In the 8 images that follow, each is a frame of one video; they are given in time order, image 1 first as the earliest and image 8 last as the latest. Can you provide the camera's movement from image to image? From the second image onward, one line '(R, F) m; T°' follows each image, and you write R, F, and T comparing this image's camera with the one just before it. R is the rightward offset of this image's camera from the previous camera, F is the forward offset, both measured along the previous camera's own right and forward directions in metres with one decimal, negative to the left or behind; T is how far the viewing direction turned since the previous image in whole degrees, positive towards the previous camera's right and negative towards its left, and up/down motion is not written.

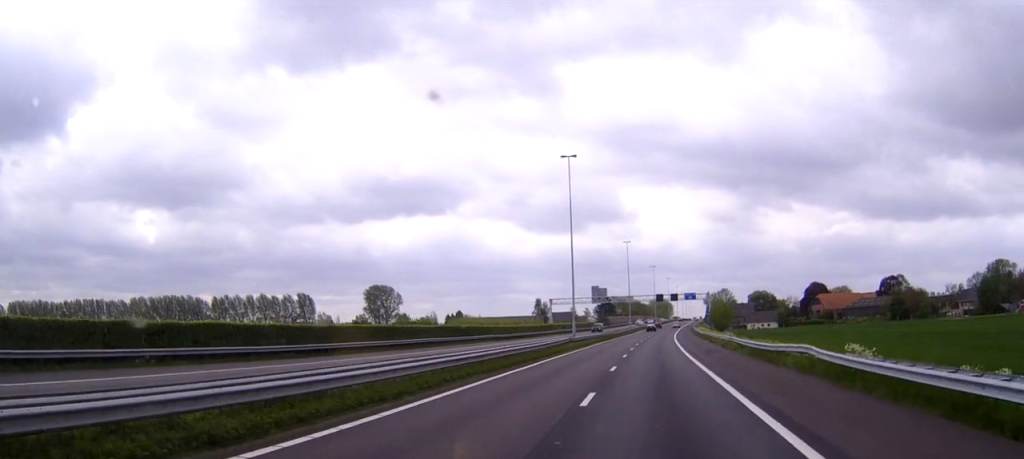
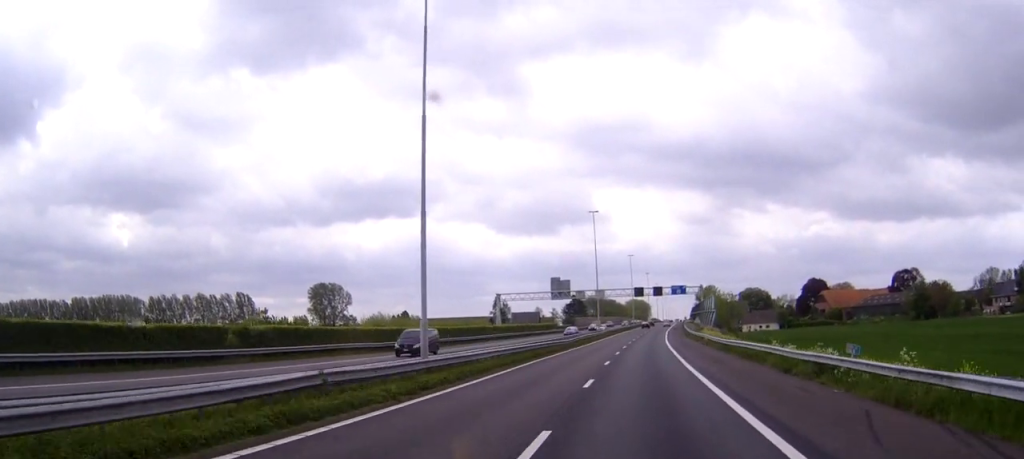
(+0.6, +42.6) m; +2°
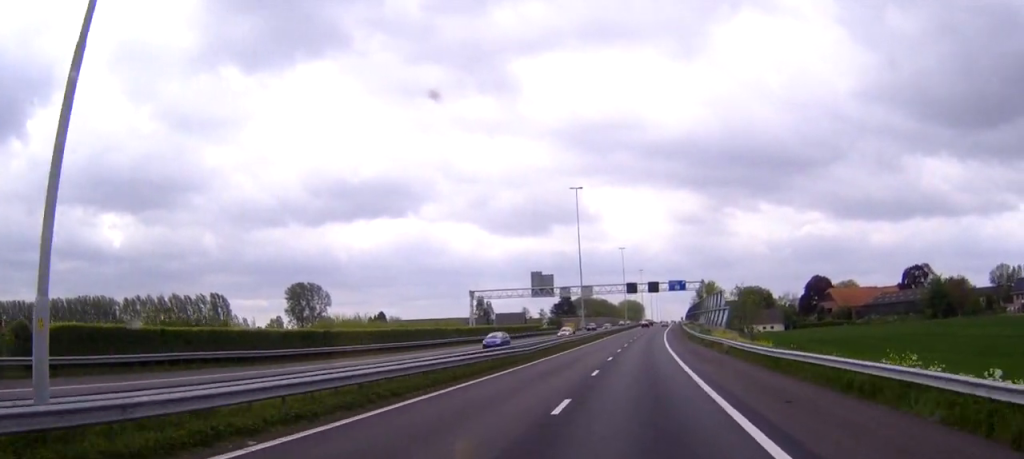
(+0.2, +18.1) m; 0°
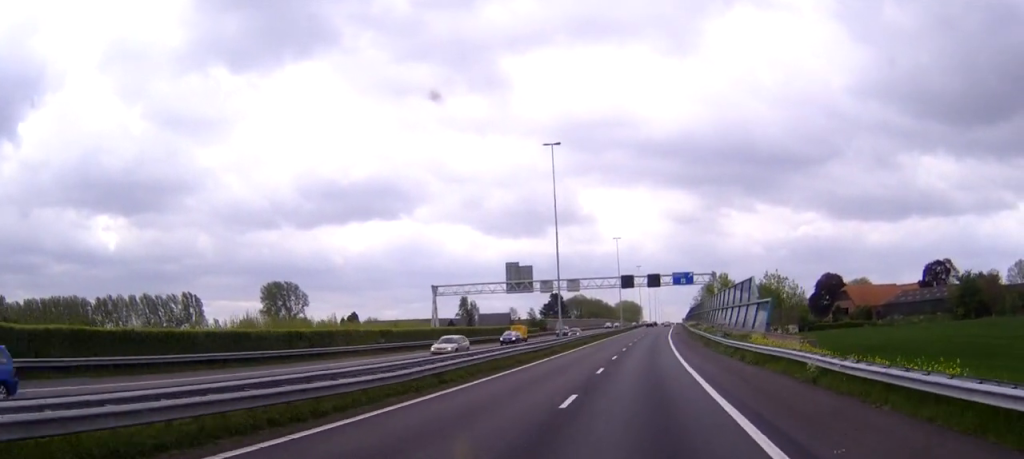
(-0.1, +22.6) m; +1°
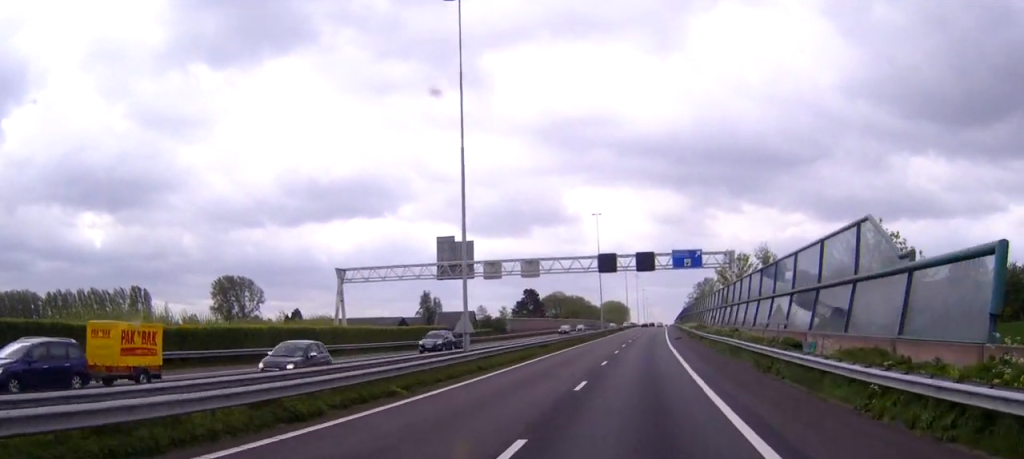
(+0.5, +31.6) m; +1°
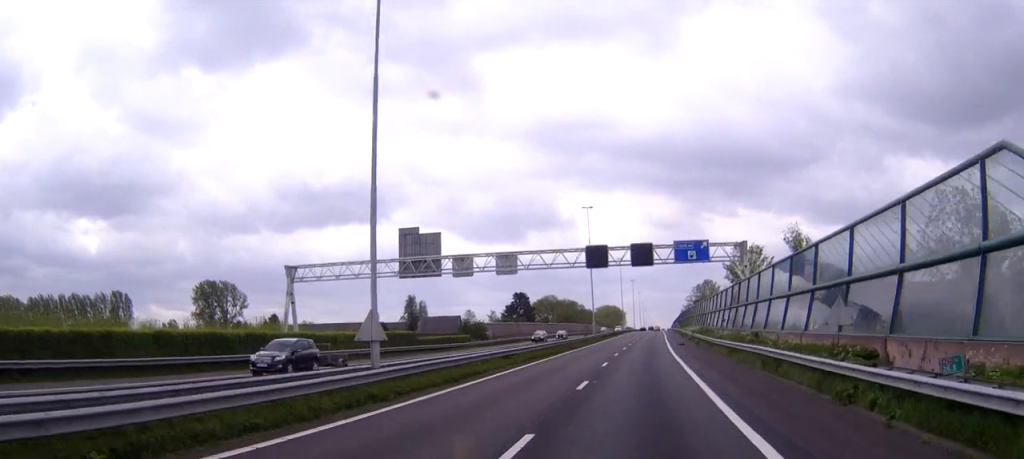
(0.0, +11.3) m; 0°
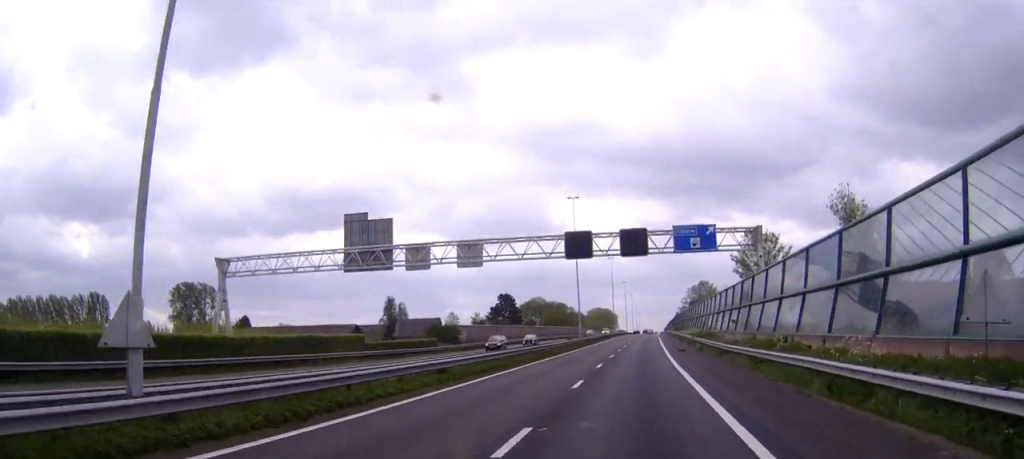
(0.0, +11.3) m; 0°
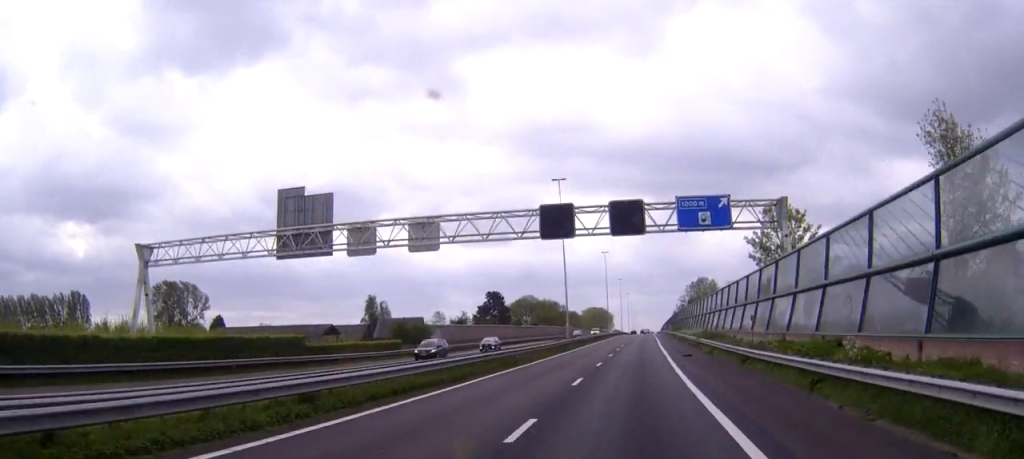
(+0.1, +10.5) m; 0°
